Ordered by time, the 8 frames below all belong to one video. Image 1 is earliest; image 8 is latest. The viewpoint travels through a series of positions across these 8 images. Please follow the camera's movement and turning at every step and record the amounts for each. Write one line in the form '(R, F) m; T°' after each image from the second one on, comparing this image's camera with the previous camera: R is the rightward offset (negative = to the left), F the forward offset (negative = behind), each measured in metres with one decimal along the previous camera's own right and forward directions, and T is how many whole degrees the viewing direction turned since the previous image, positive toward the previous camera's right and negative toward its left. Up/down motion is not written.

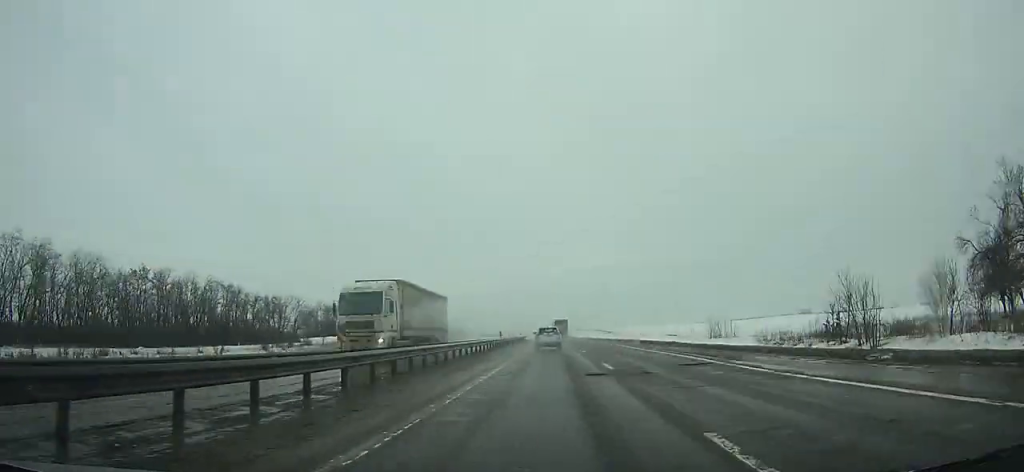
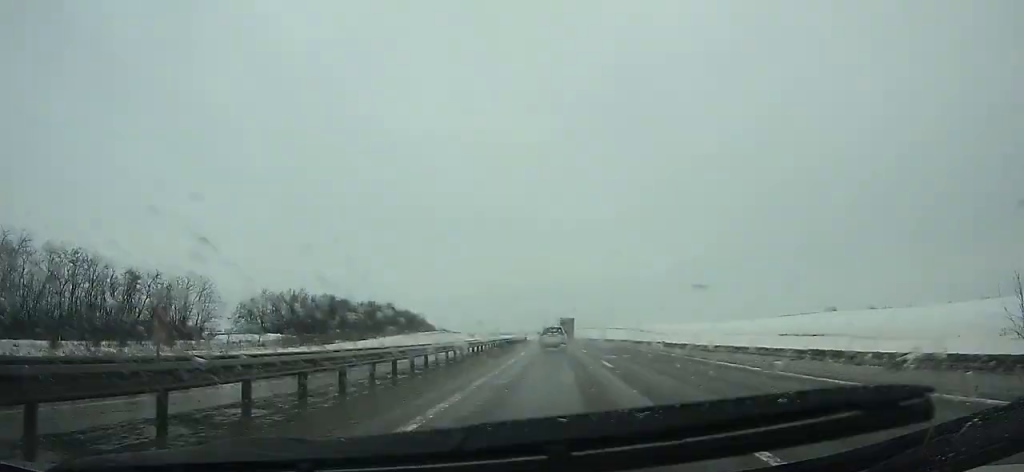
(-0.2, +46.5) m; -1°
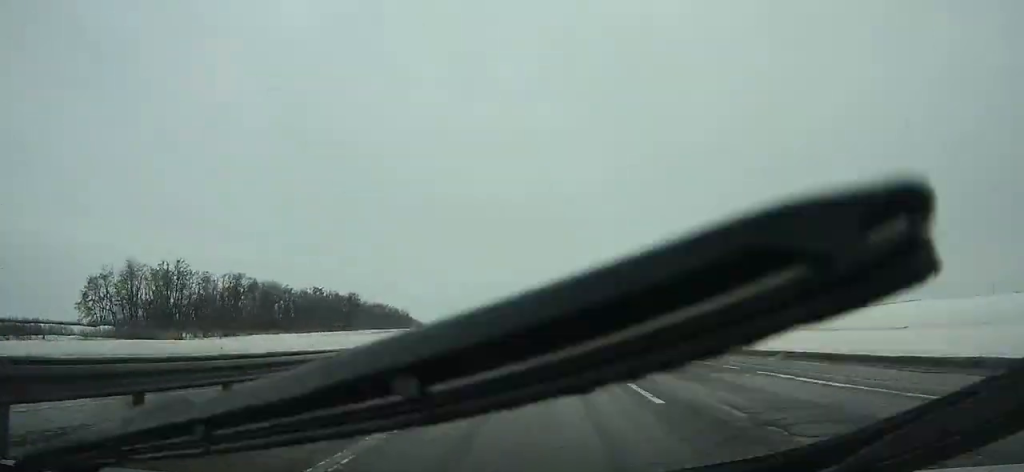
(-0.6, +59.2) m; -1°
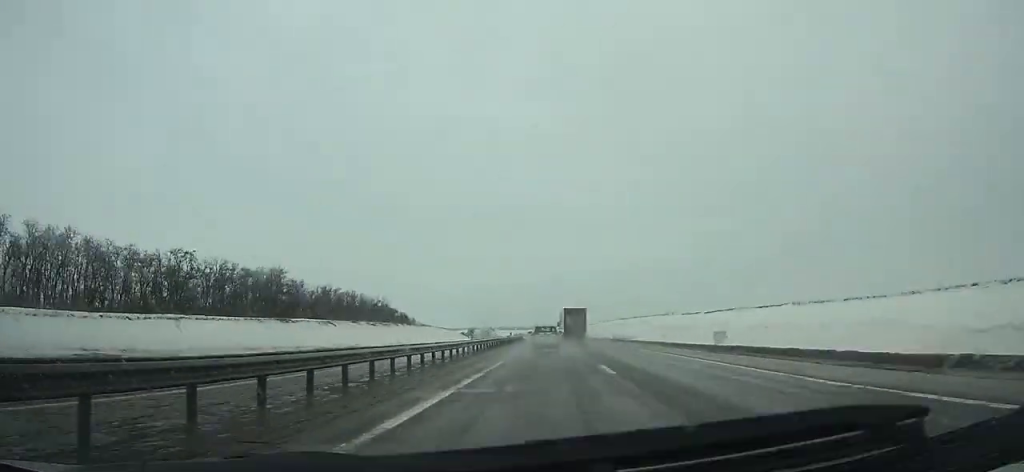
(-0.8, +71.7) m; -1°
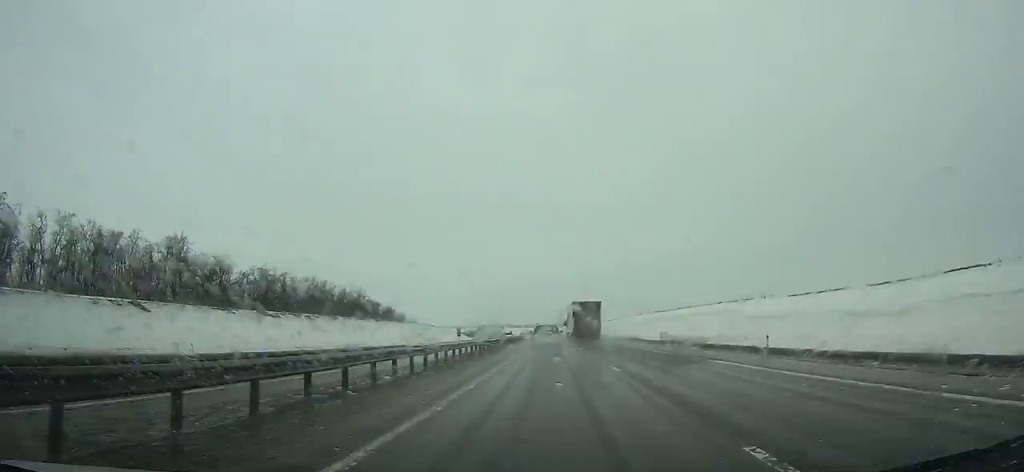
(-0.5, +45.8) m; -1°
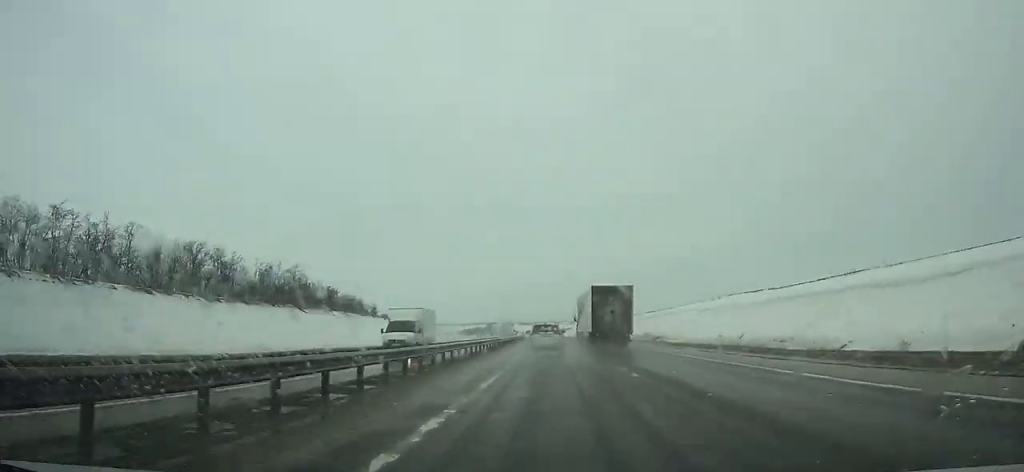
(-0.7, +65.7) m; -1°
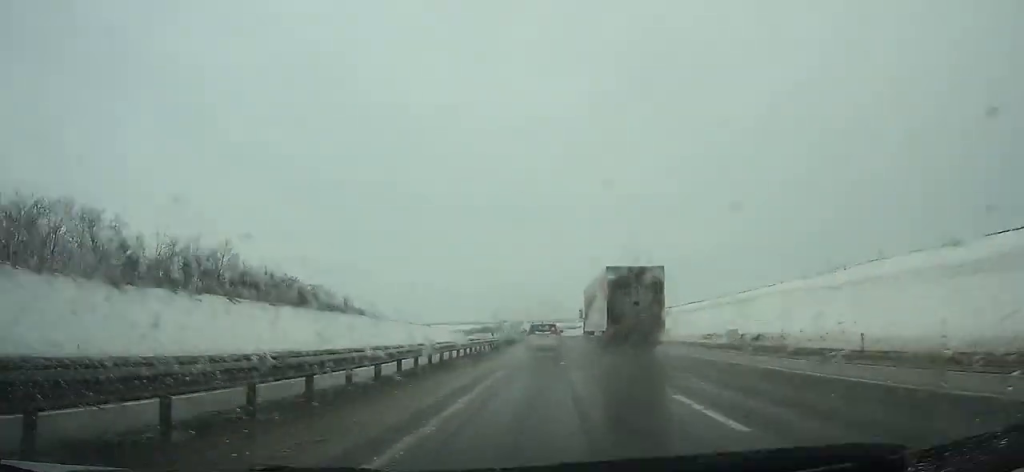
(-0.1, +40.1) m; -1°
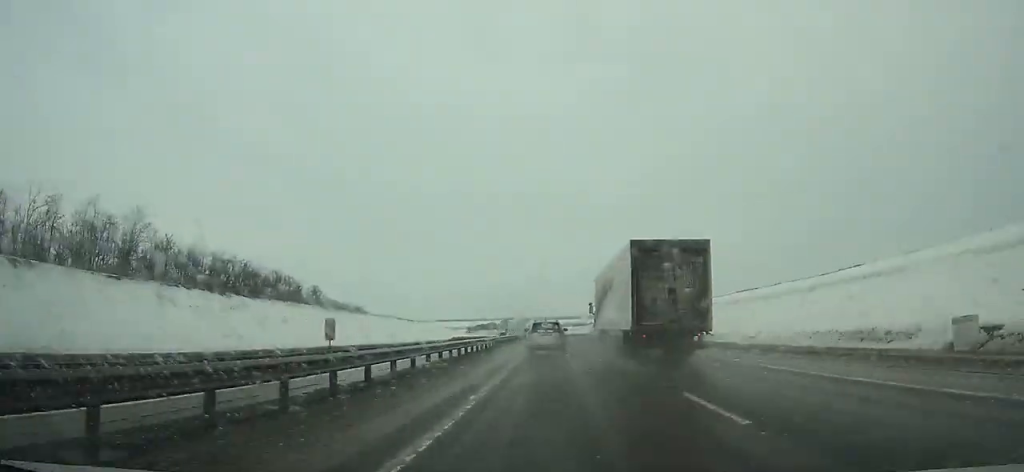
(-0.2, +32.4) m; -1°
